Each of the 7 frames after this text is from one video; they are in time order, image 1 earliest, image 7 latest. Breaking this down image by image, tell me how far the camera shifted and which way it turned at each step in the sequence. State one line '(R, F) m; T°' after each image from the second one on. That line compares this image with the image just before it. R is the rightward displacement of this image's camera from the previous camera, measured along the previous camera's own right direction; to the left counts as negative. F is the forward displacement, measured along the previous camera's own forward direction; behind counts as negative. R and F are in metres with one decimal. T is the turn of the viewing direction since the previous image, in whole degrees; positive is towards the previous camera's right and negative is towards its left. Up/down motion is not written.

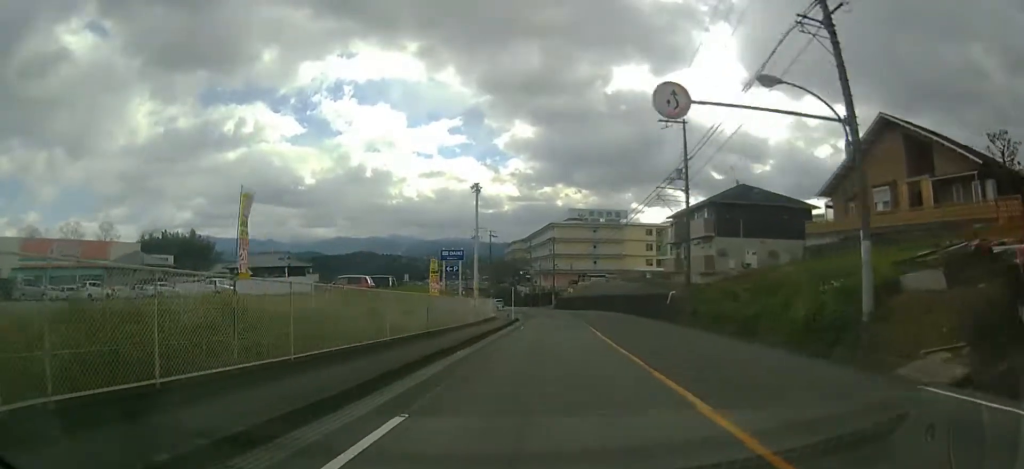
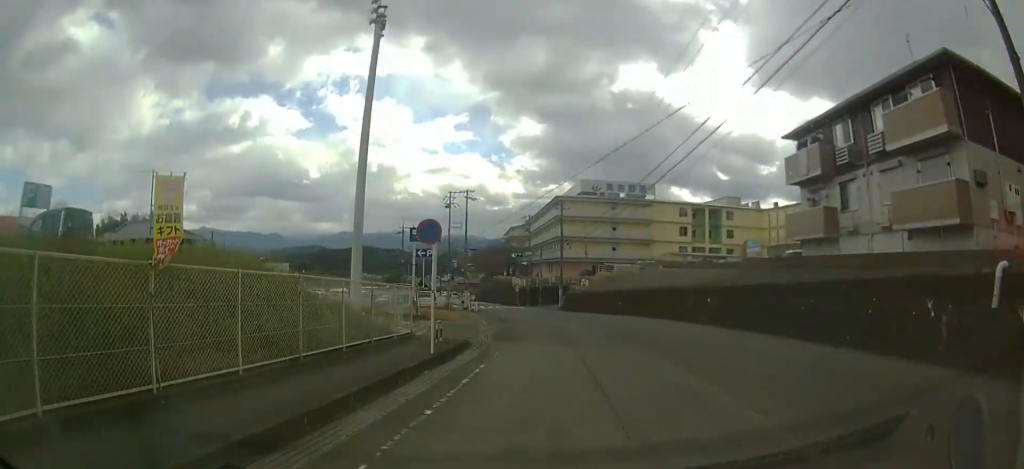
(-0.2, +28.0) m; -1°
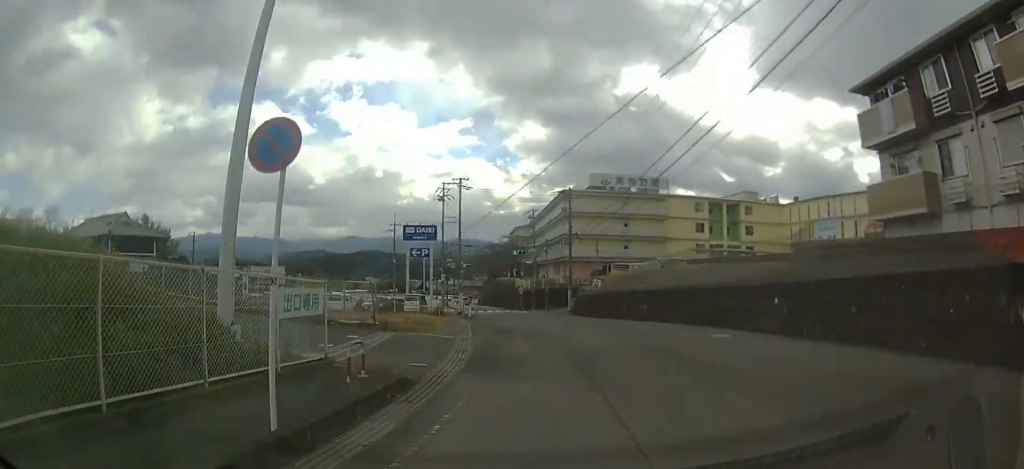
(+0.1, +7.1) m; 0°
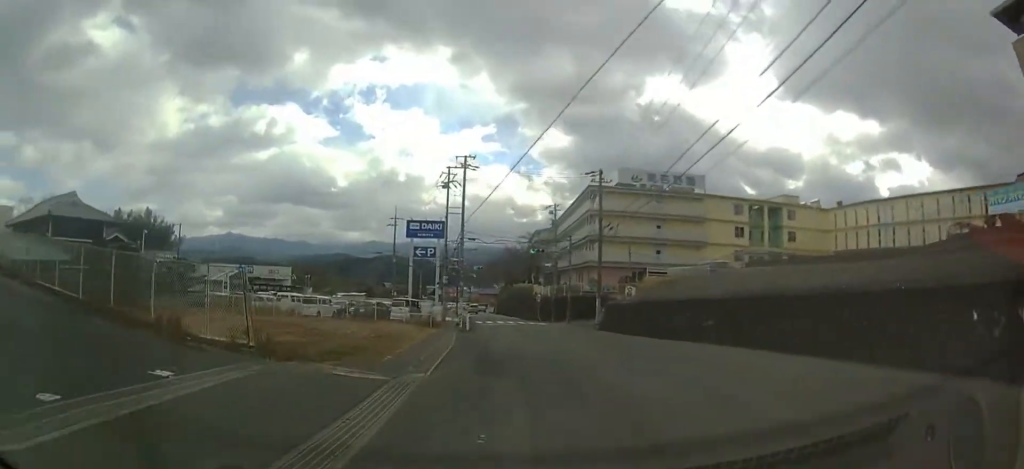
(-0.1, +9.6) m; -1°
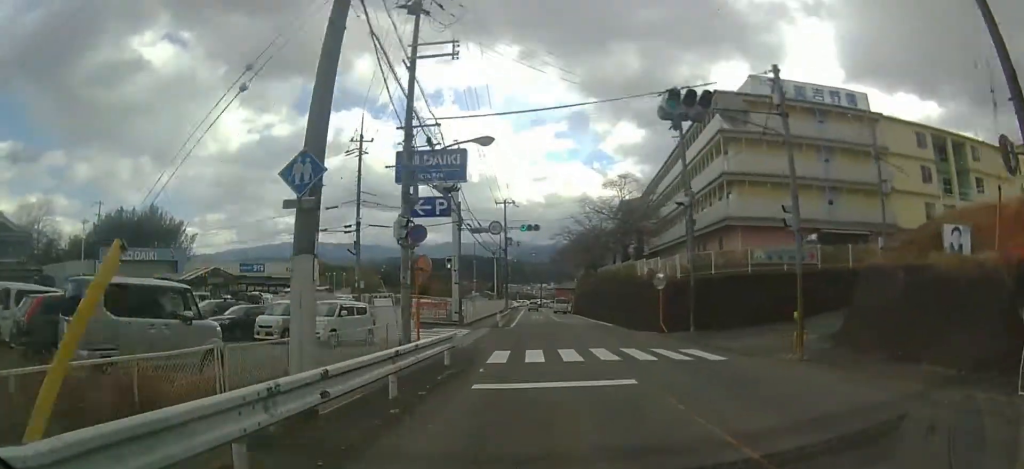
(-1.9, +32.4) m; -8°
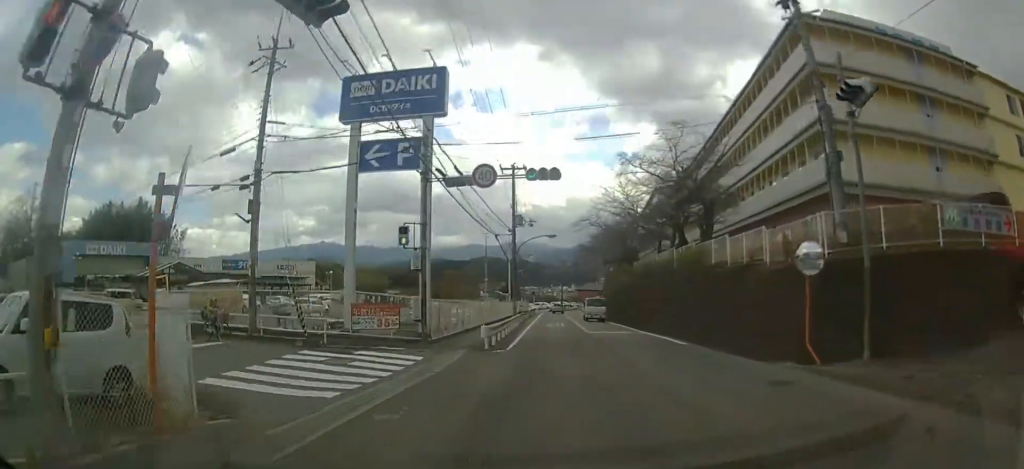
(-0.4, +12.7) m; -3°
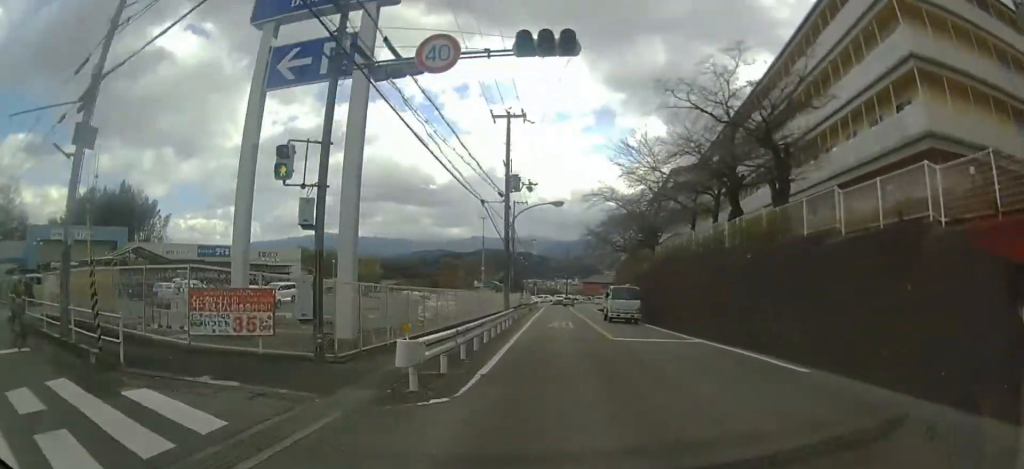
(-0.1, +8.9) m; -2°
